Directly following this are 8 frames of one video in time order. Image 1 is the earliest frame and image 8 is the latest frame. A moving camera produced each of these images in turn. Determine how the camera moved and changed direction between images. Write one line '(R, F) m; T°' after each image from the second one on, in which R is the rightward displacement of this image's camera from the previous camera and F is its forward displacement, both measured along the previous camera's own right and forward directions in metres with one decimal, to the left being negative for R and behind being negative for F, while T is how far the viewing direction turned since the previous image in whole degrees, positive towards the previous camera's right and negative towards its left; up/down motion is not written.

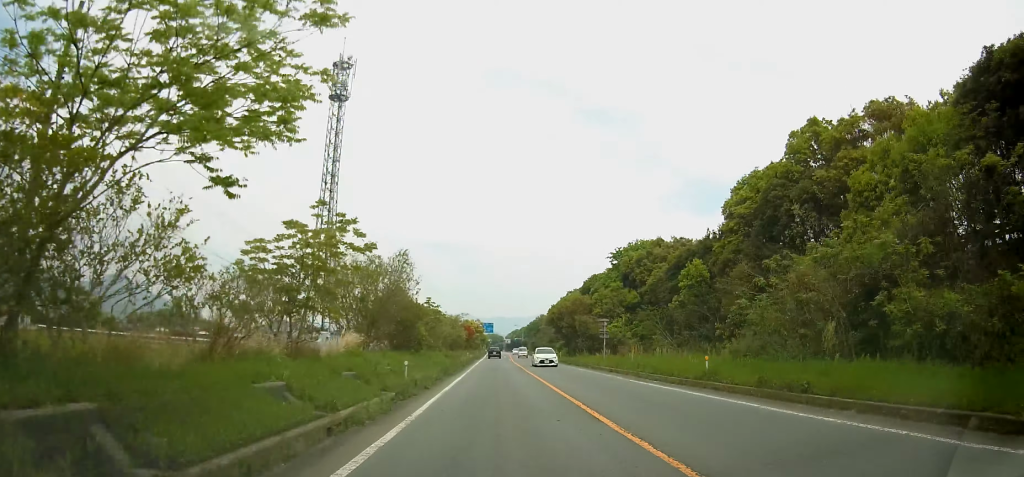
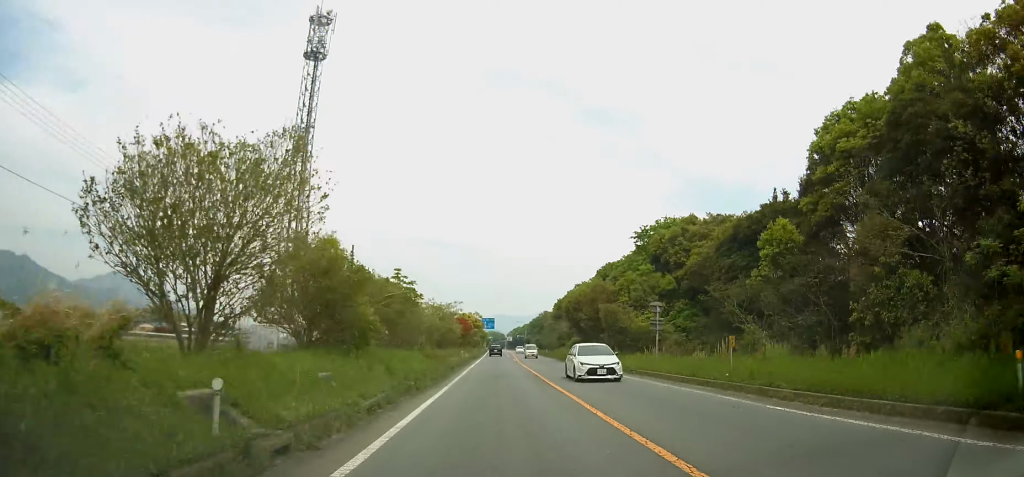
(+0.1, +12.4) m; 0°
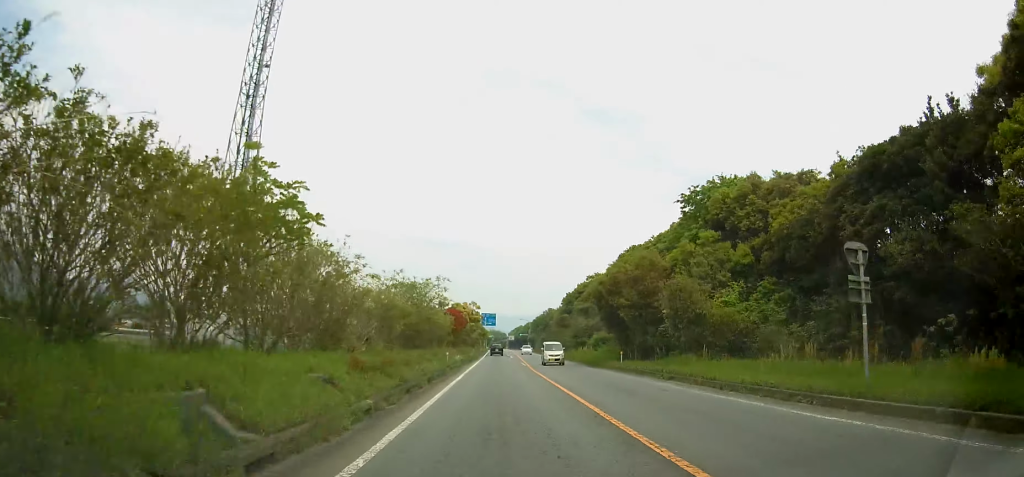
(-0.1, +15.6) m; 0°
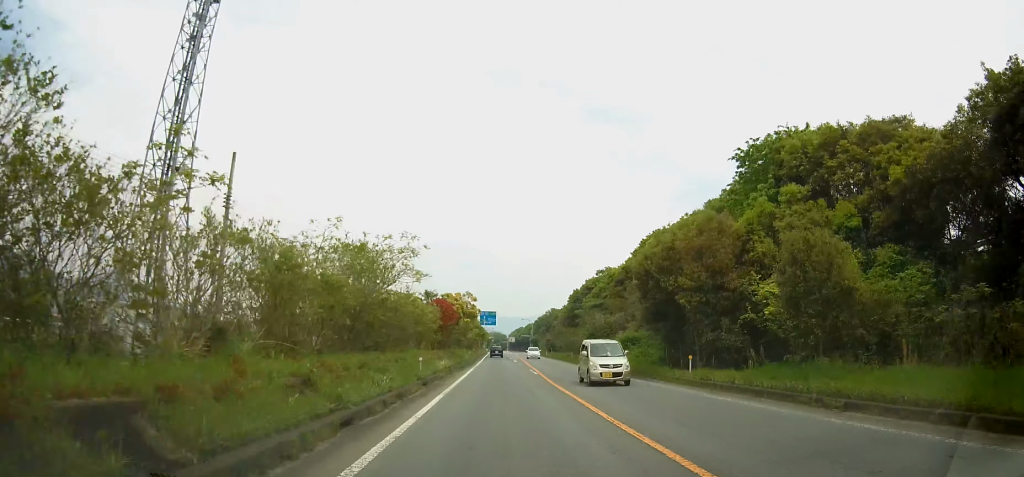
(0.0, +11.7) m; 0°
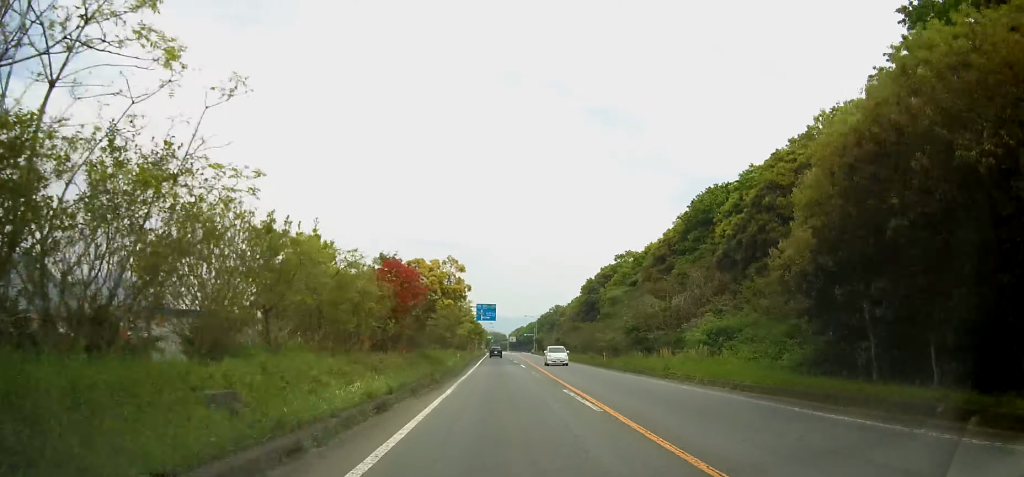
(+0.1, +18.0) m; 0°
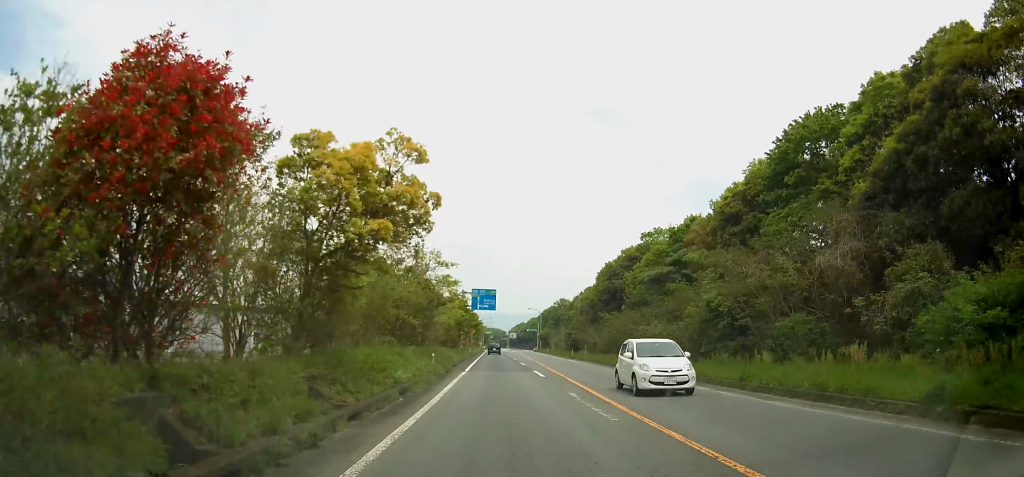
(0.0, +16.6) m; 0°
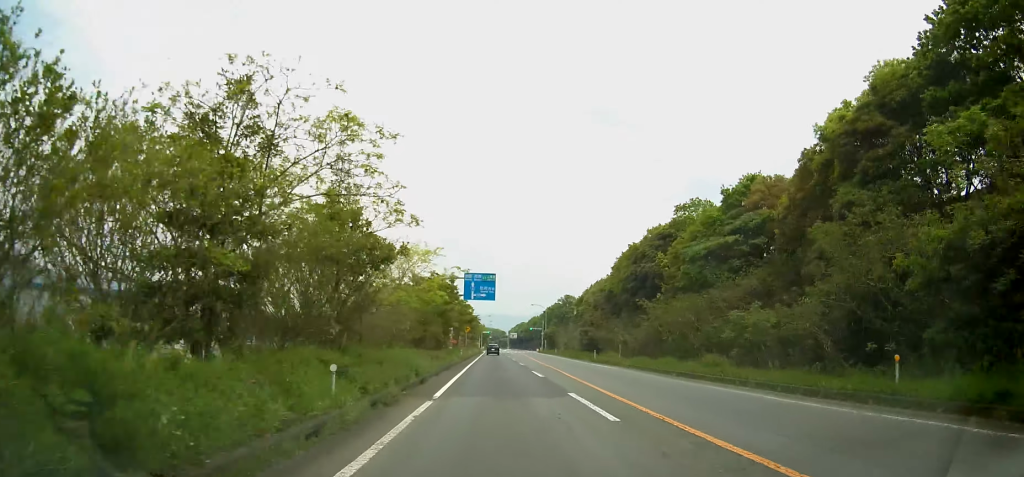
(0.0, +15.4) m; 0°
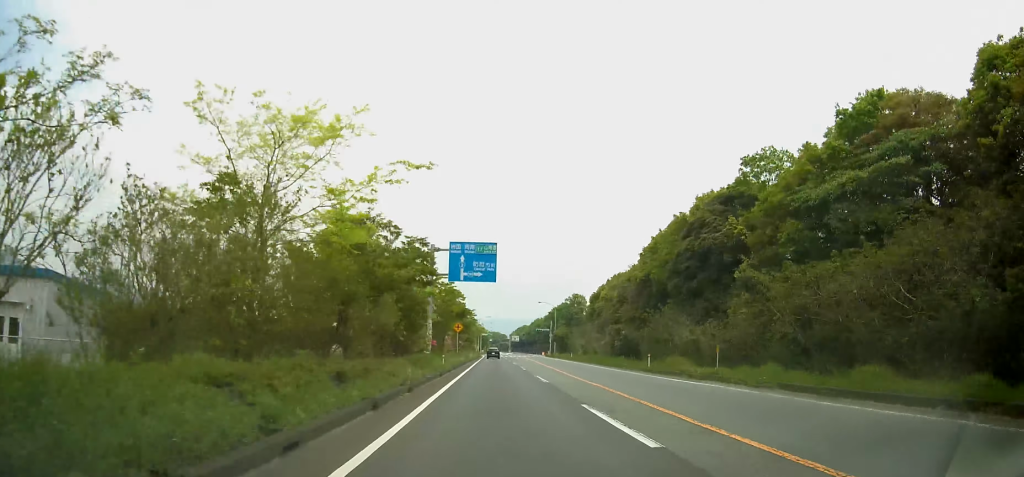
(0.0, +17.8) m; 0°
